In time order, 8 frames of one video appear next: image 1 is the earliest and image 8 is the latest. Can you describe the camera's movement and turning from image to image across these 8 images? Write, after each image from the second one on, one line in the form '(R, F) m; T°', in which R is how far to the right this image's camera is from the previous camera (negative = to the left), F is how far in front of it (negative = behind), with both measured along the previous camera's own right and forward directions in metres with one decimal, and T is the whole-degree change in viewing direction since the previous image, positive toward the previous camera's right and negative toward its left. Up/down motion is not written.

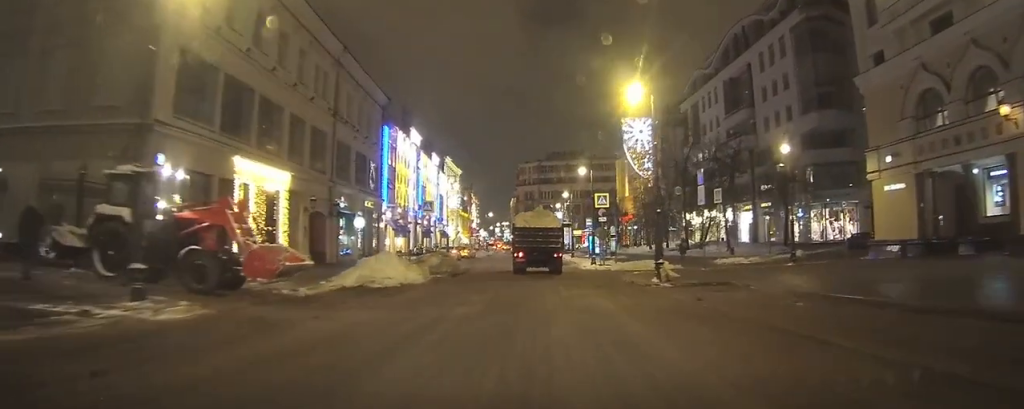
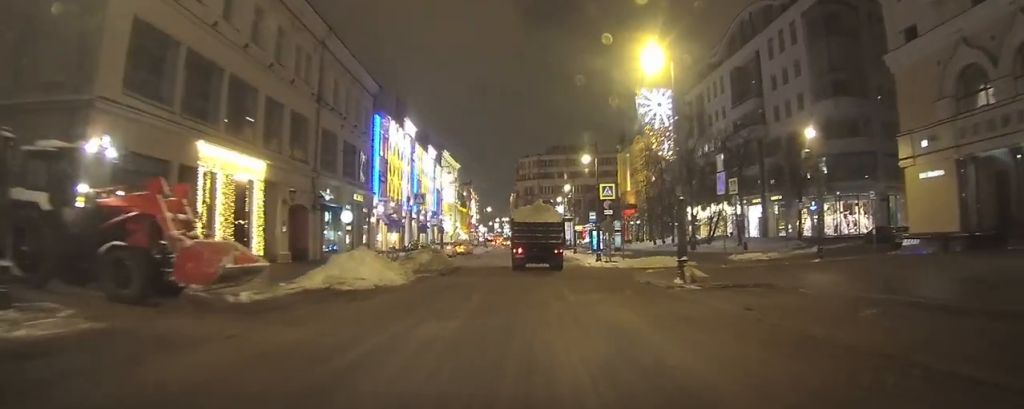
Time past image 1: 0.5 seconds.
(0.0, +3.6) m; 0°
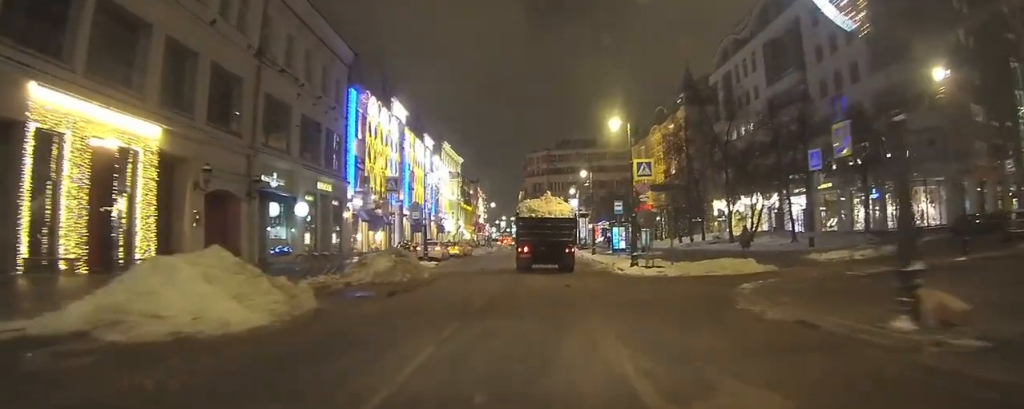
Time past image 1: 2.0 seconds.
(0.0, +10.9) m; 0°
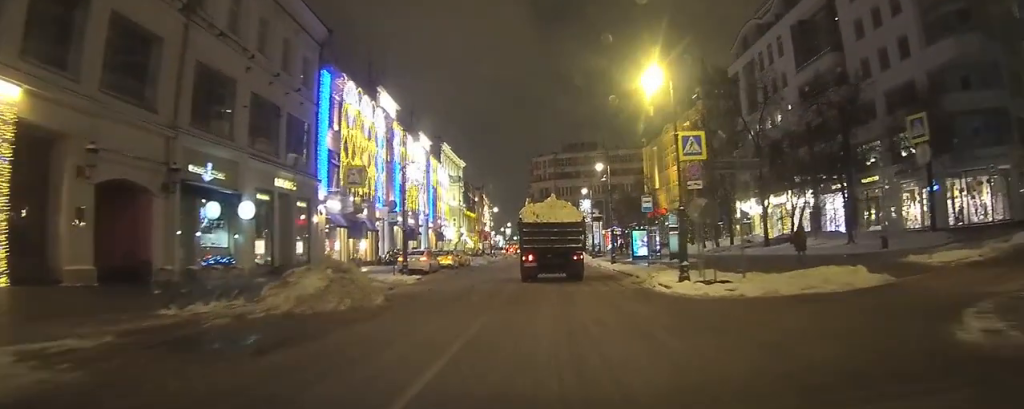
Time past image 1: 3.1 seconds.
(0.0, +7.8) m; 0°
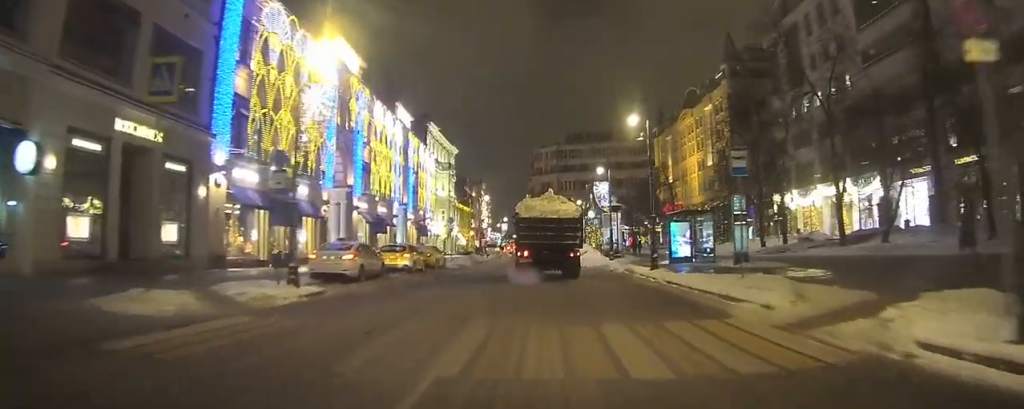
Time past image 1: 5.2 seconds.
(+0.3, +14.7) m; +2°
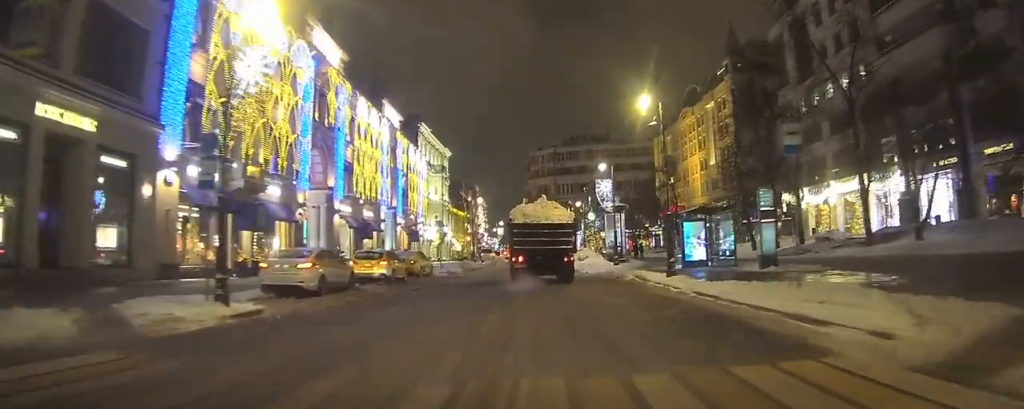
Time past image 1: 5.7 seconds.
(0.0, +4.3) m; +1°
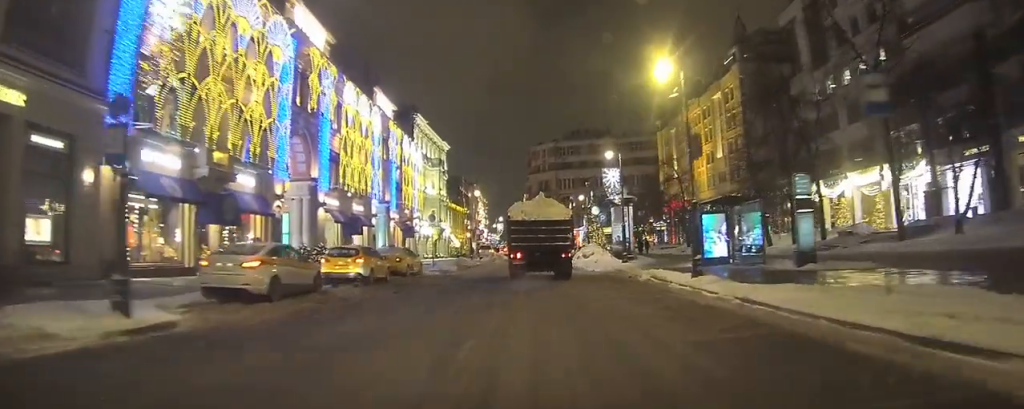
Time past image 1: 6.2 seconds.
(-0.1, +3.8) m; +1°
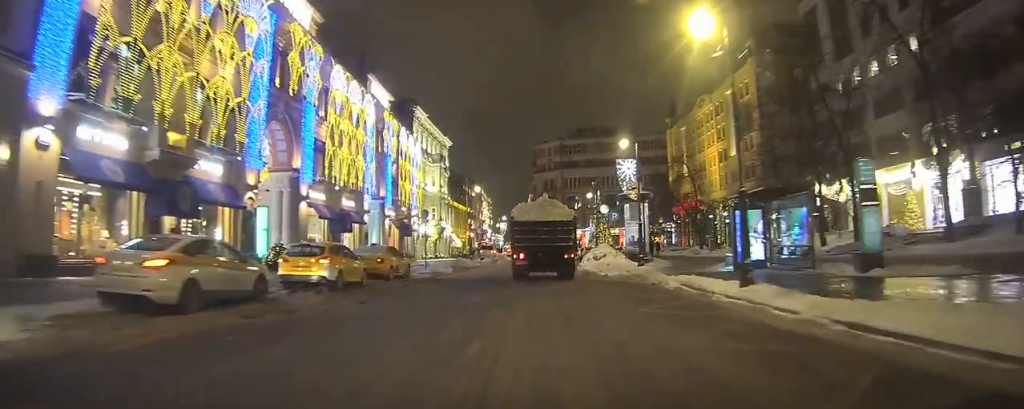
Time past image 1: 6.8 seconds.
(+0.1, +4.5) m; +2°
